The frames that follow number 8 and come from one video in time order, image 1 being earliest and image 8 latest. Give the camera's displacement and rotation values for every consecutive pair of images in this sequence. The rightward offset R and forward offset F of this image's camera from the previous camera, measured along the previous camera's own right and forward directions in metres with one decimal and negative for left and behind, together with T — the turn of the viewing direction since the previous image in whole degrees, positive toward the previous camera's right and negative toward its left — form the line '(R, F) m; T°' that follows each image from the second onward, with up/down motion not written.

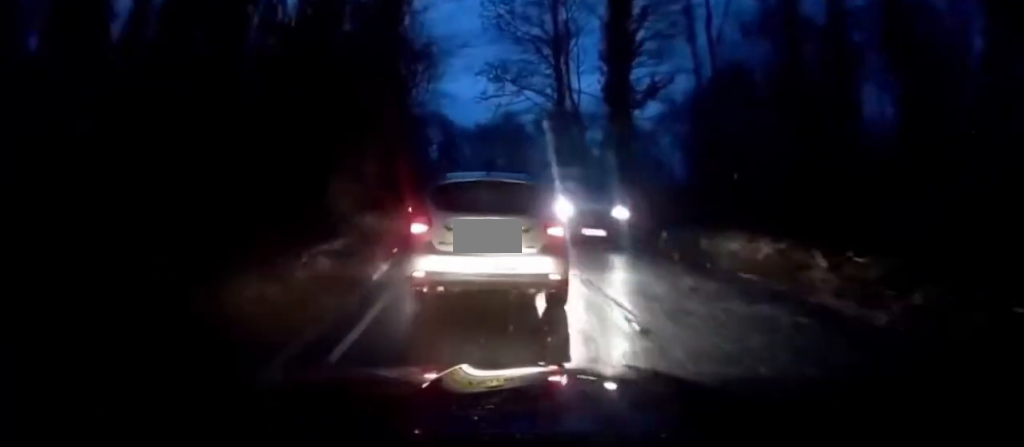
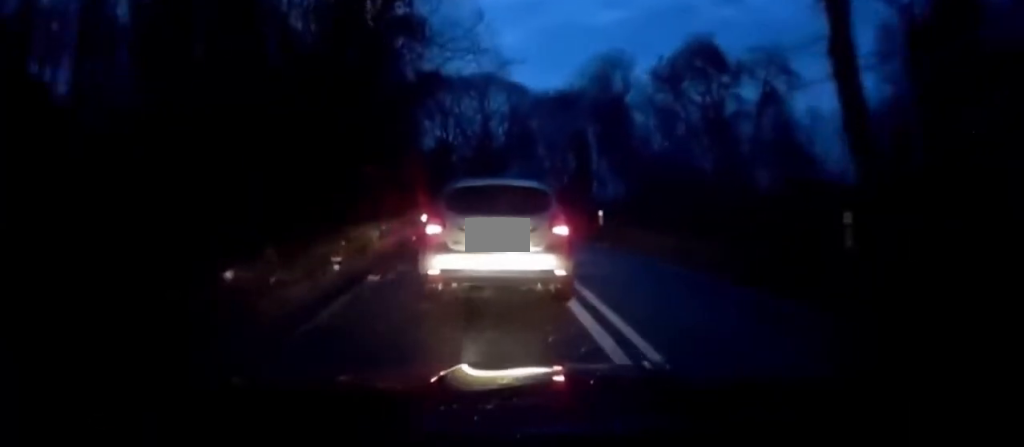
(+1.2, +26.6) m; +3°
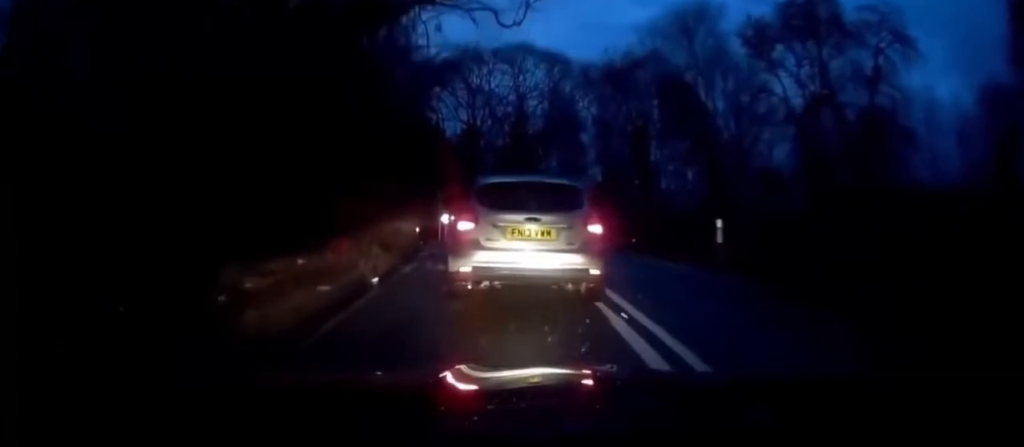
(-0.1, +10.7) m; 0°
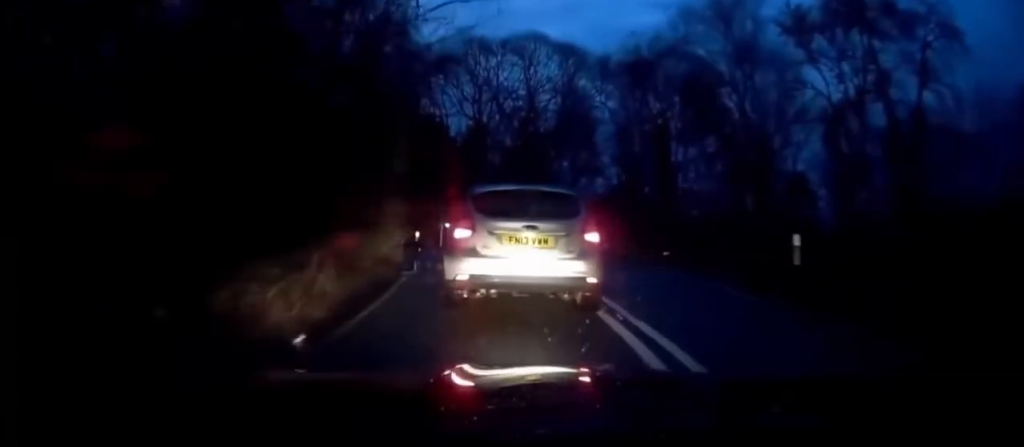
(+0.1, +4.2) m; 0°
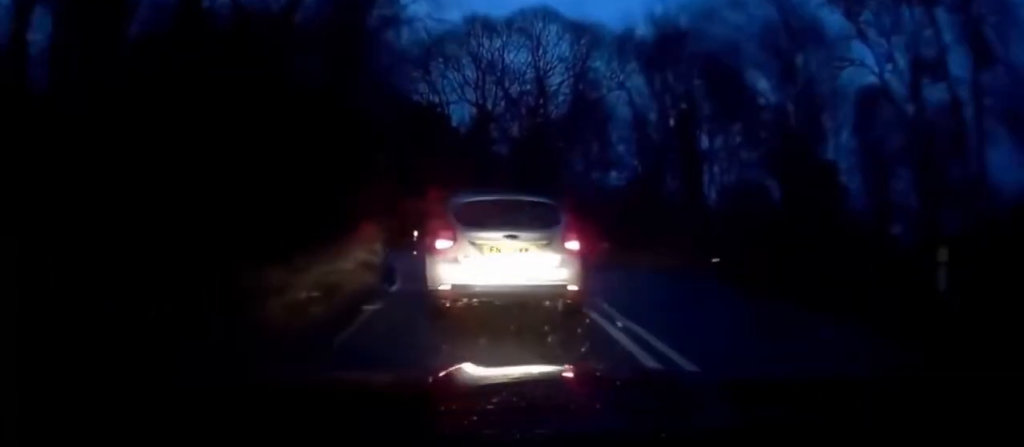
(0.0, +4.5) m; 0°
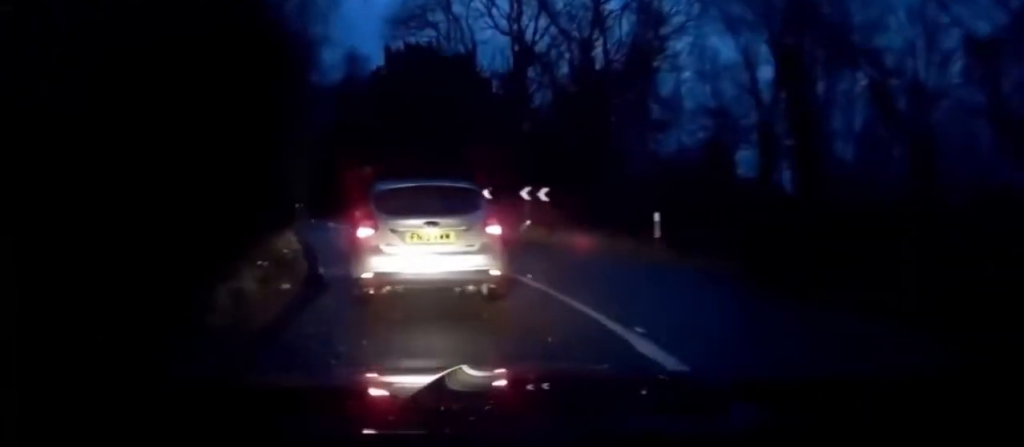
(-0.1, +10.7) m; 0°
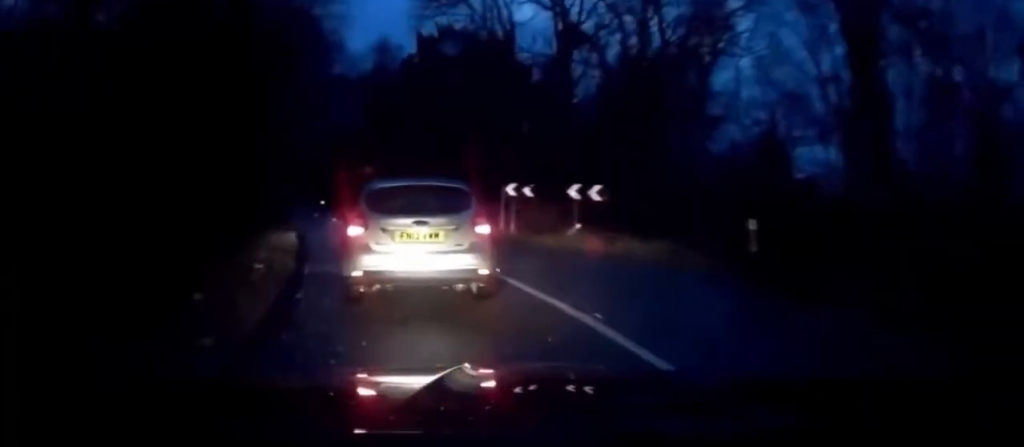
(+0.1, +3.7) m; 0°
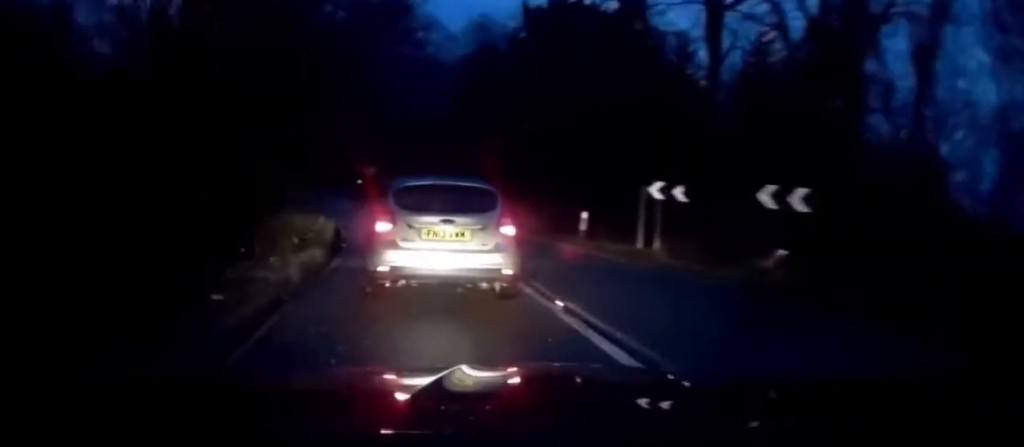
(-0.1, +7.8) m; -4°
